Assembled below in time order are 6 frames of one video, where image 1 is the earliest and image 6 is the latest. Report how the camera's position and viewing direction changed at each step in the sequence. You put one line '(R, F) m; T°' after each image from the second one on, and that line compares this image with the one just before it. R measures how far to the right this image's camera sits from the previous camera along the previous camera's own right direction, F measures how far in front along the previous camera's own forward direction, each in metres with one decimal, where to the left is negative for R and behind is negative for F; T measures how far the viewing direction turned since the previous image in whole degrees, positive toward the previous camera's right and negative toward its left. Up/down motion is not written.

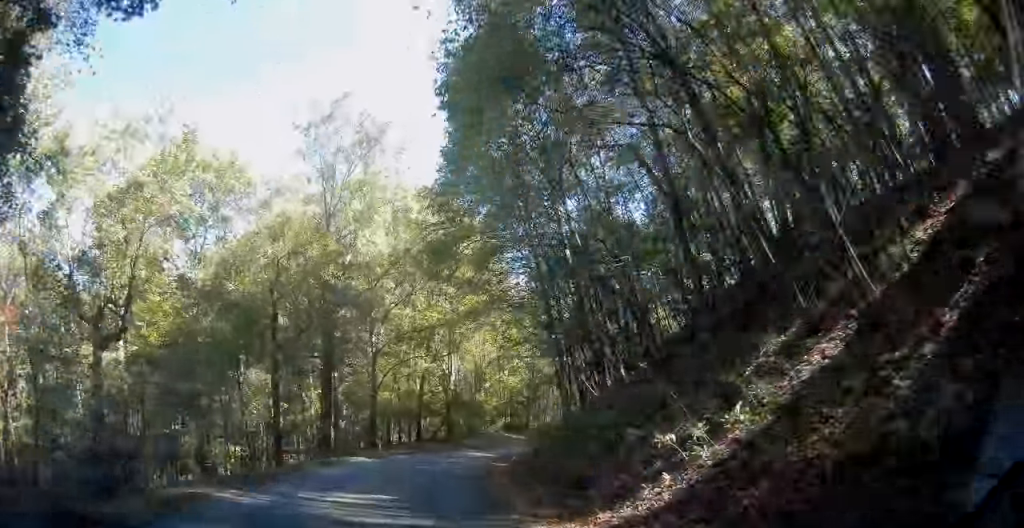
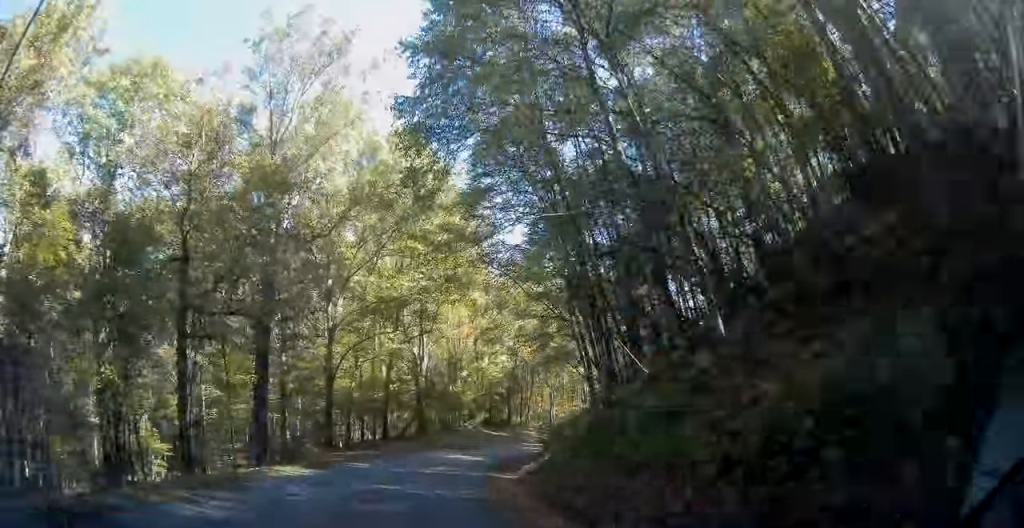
(+0.1, +12.7) m; +2°
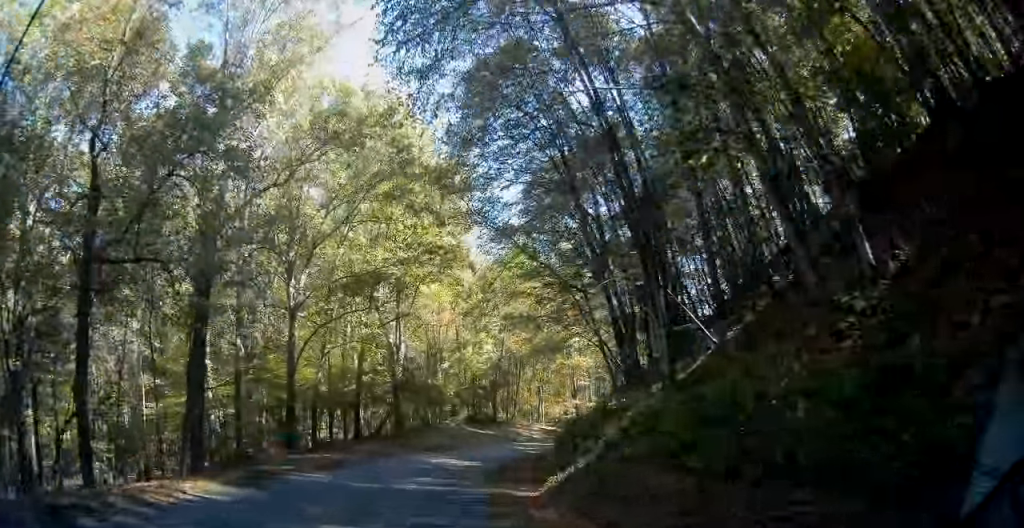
(0.0, +7.9) m; +3°
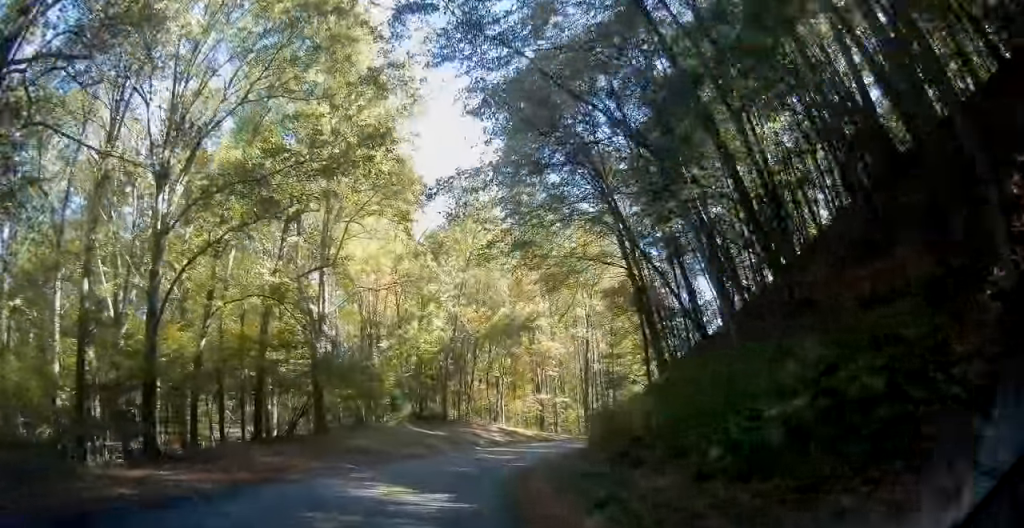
(+0.9, +16.7) m; +3°
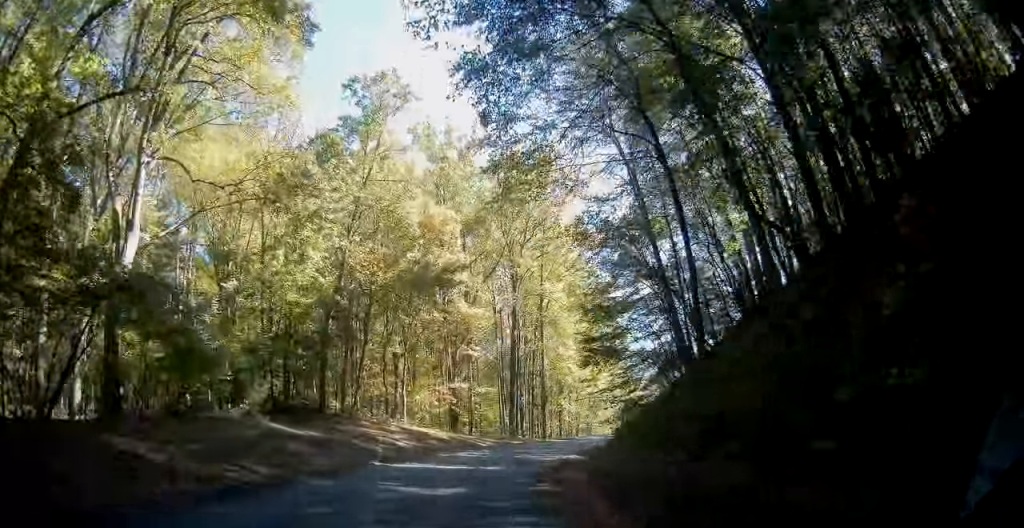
(0.0, +20.2) m; +7°
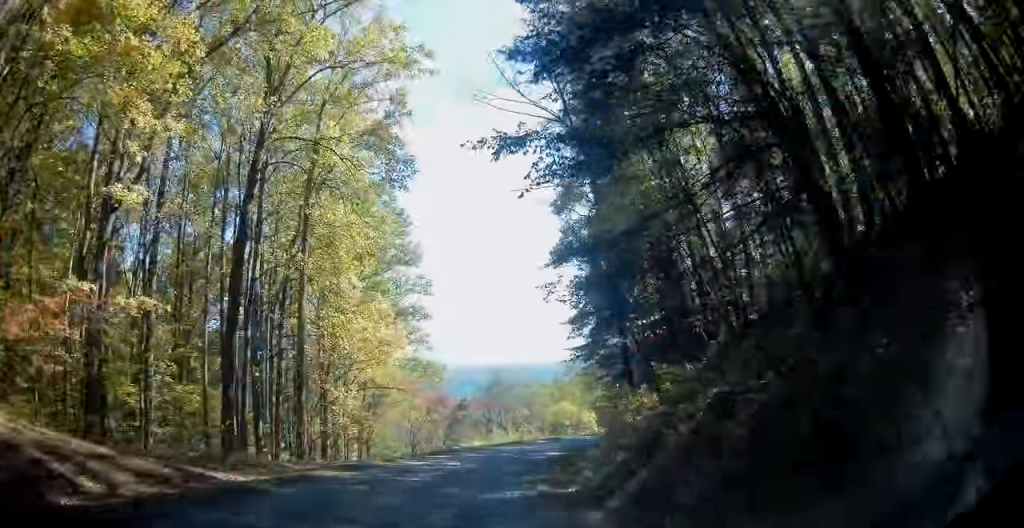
(+5.9, +35.0) m; +20°
